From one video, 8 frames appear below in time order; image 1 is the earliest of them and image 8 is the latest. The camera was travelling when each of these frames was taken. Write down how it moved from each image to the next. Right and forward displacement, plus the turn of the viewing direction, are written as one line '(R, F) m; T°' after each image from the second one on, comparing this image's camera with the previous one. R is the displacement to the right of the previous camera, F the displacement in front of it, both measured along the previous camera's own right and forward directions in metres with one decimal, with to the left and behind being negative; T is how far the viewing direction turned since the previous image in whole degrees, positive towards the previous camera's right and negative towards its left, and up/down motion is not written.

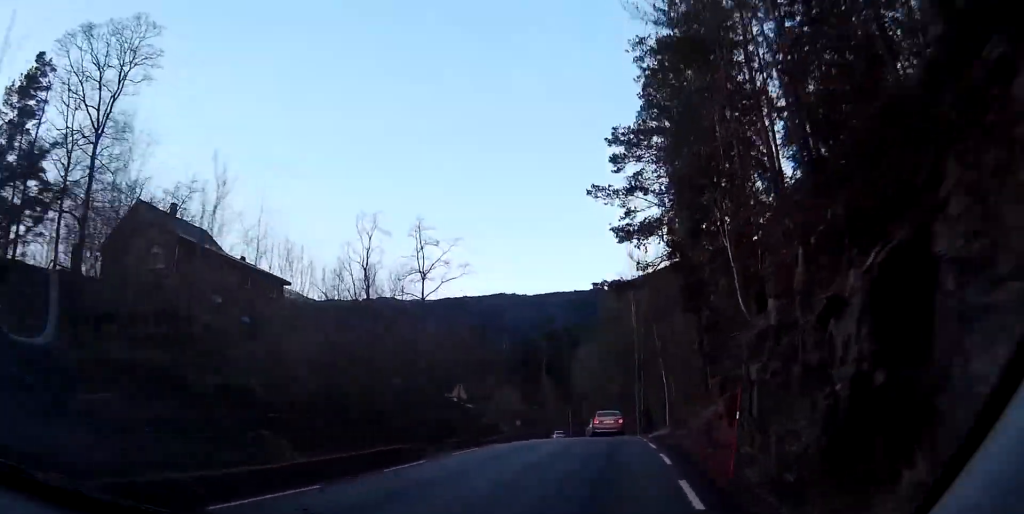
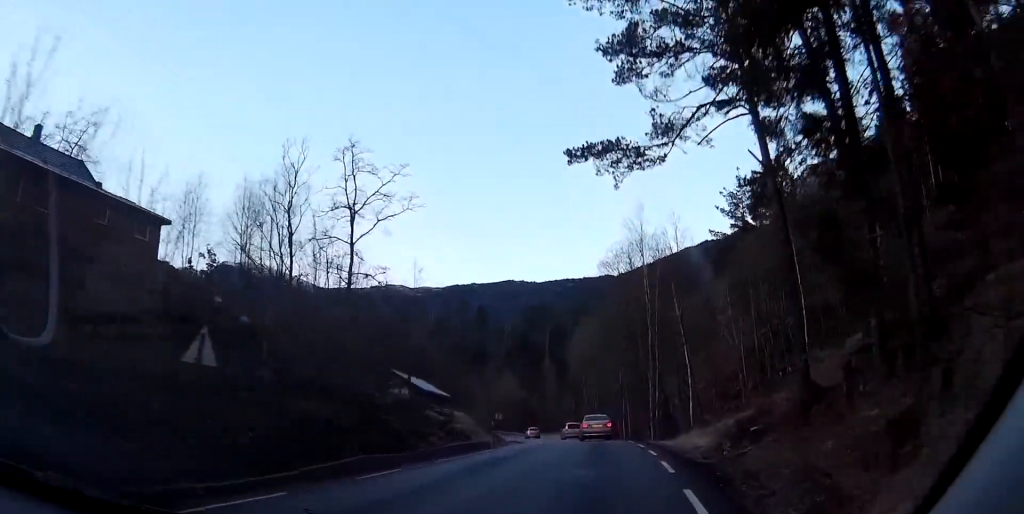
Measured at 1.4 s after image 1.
(+0.4, +18.4) m; -1°
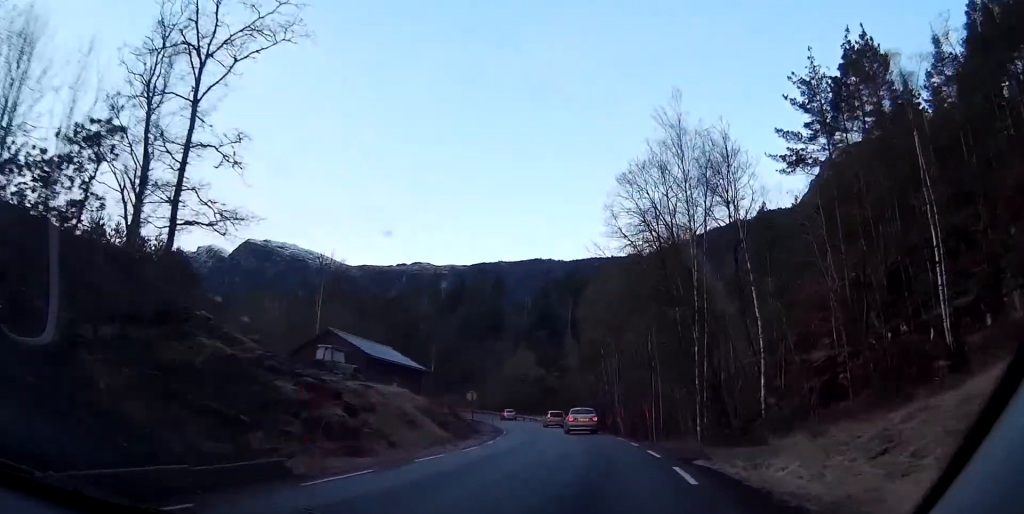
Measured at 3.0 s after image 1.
(-0.8, +19.9) m; -1°
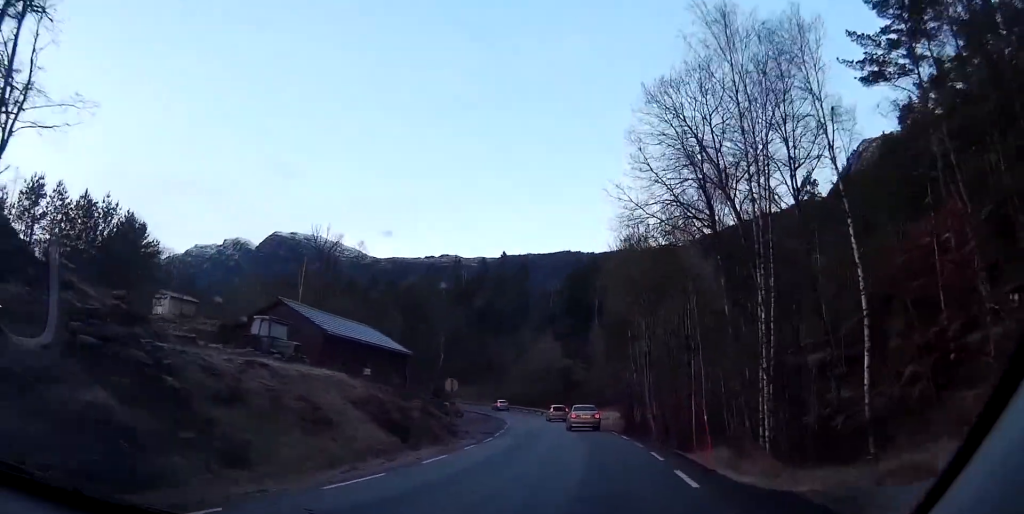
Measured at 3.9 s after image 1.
(+0.2, +11.2) m; -2°
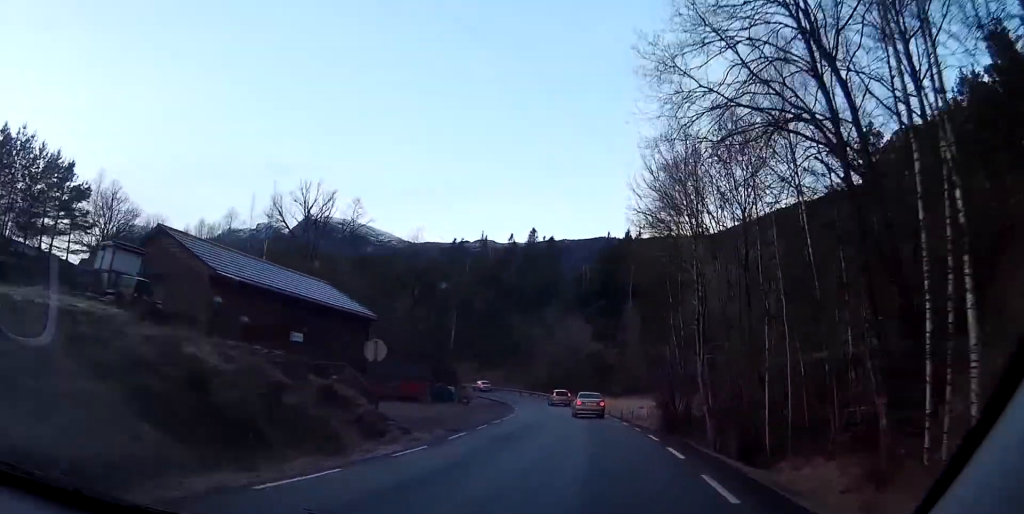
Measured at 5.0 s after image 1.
(-0.7, +13.6) m; -6°
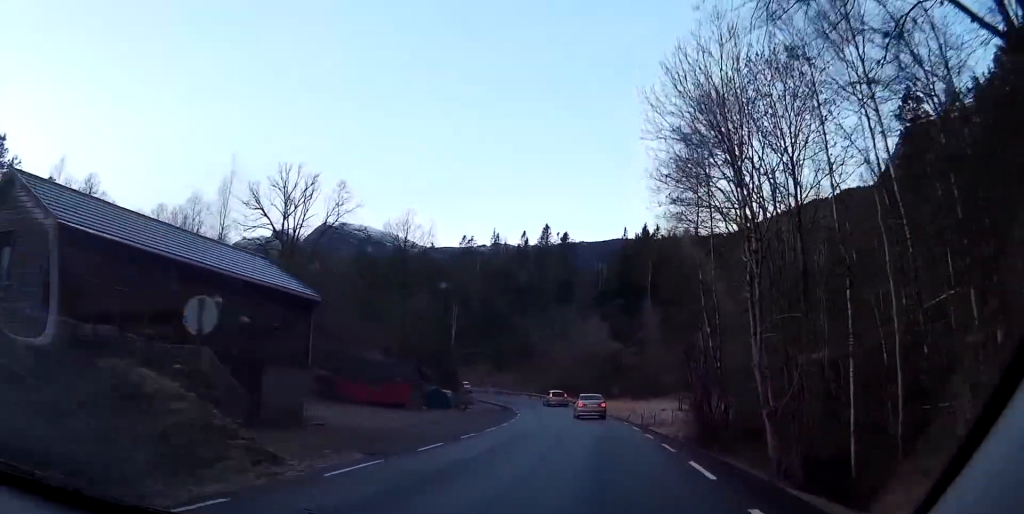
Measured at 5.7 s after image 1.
(-0.3, +9.0) m; -3°
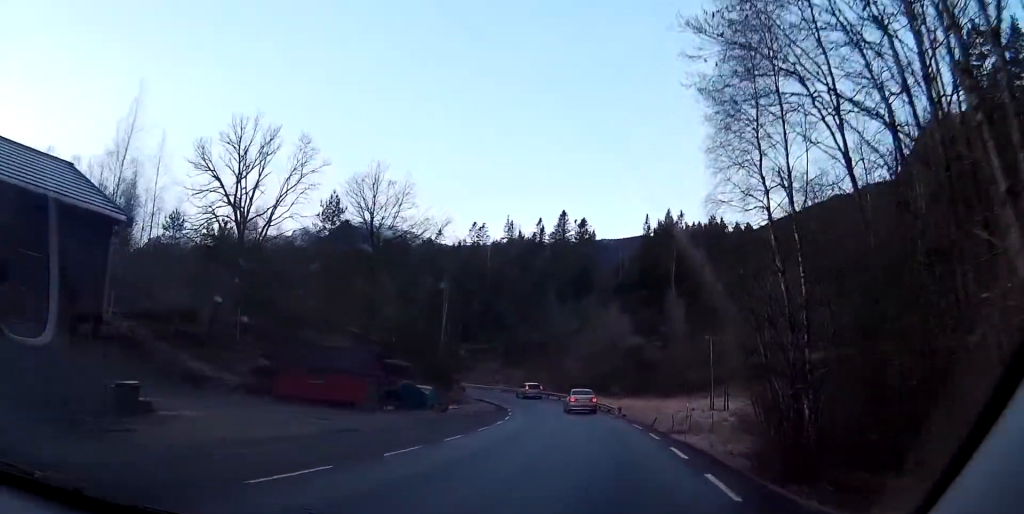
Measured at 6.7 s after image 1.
(-0.4, +13.5) m; -4°
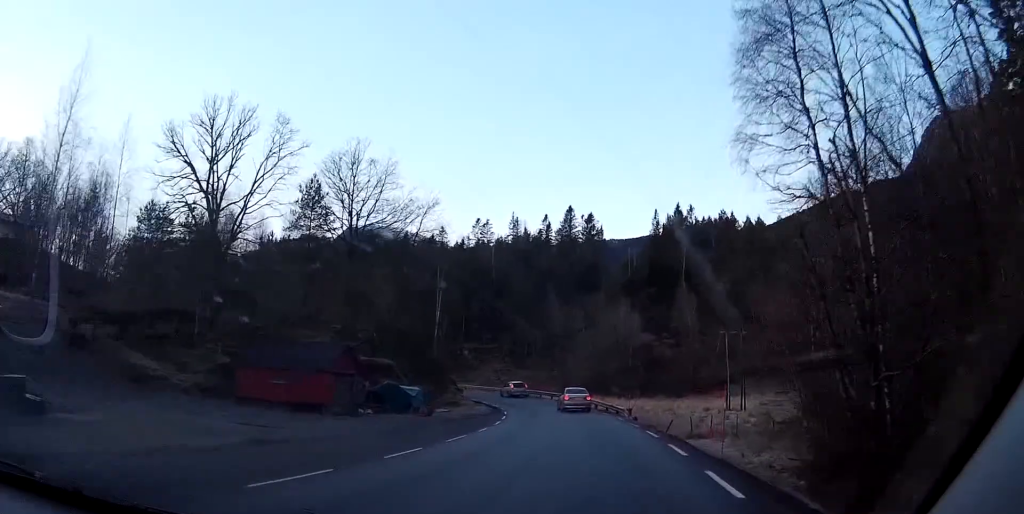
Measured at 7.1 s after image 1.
(0.0, +5.7) m; -2°
